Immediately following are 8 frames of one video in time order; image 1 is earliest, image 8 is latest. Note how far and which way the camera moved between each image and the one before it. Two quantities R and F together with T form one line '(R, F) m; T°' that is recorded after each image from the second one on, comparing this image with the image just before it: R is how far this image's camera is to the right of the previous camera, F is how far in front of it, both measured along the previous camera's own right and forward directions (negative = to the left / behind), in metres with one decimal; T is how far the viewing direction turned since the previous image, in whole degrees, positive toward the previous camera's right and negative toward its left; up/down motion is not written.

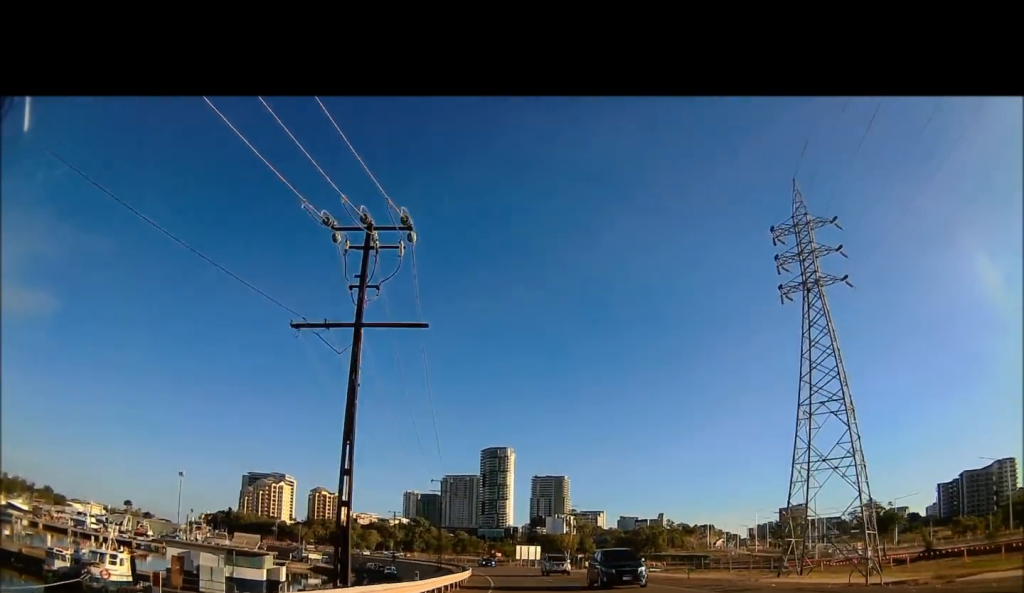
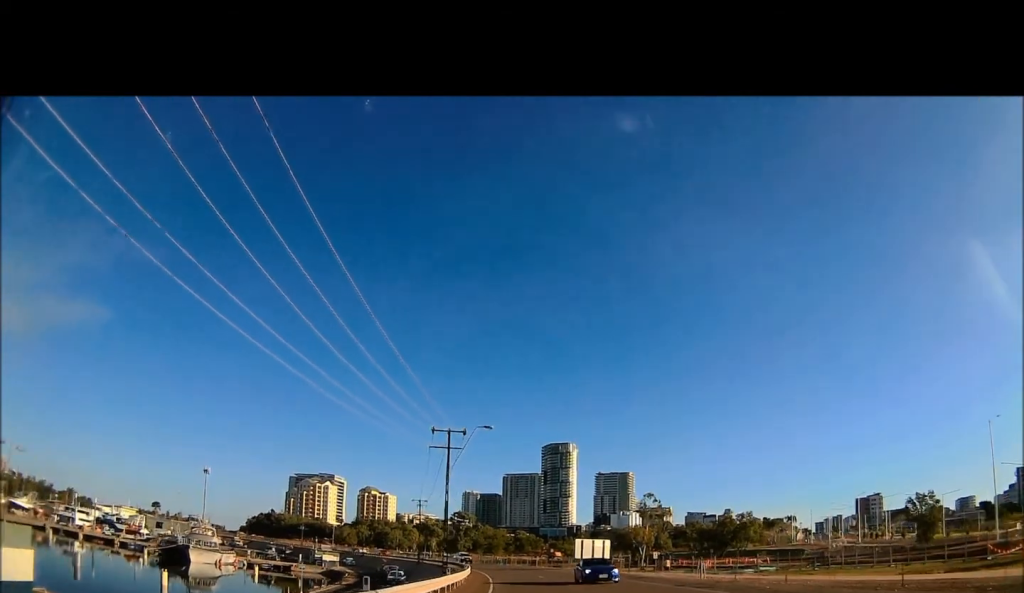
(-2.2, +34.4) m; -9°
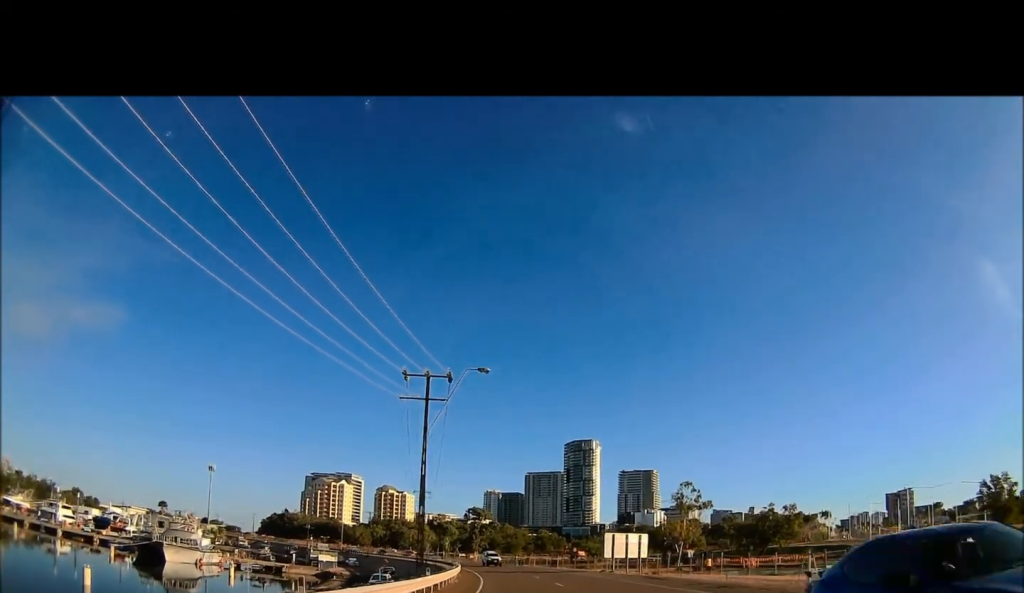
(-0.8, +14.1) m; -4°
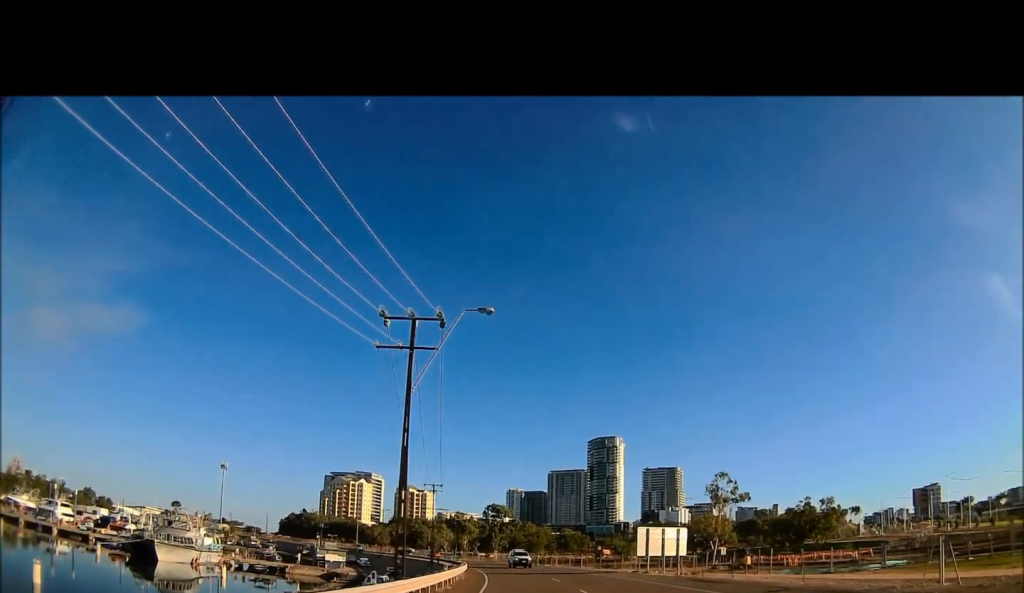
(-0.2, +7.9) m; -2°
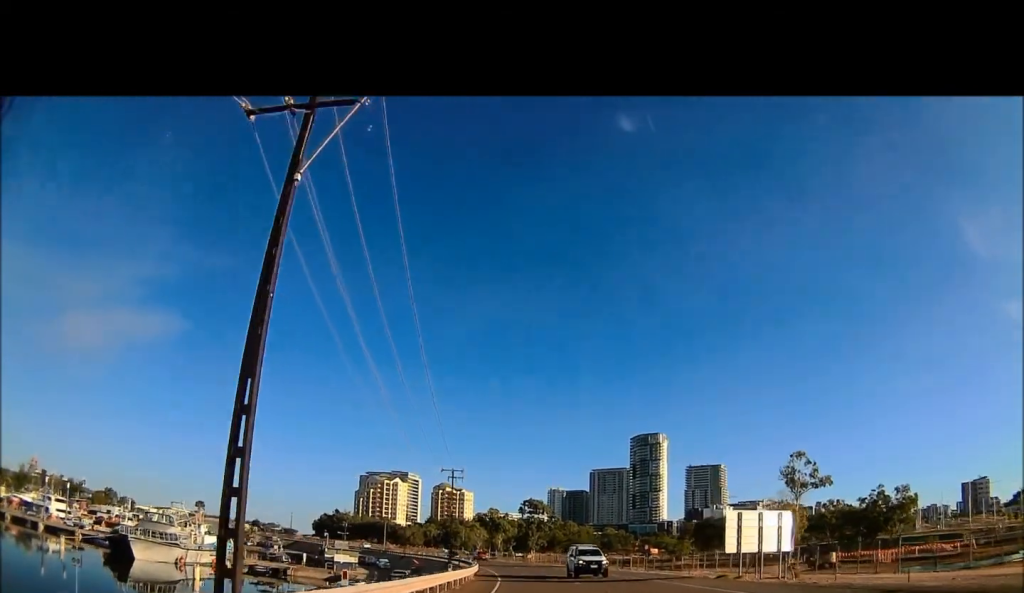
(-0.3, +15.0) m; -2°
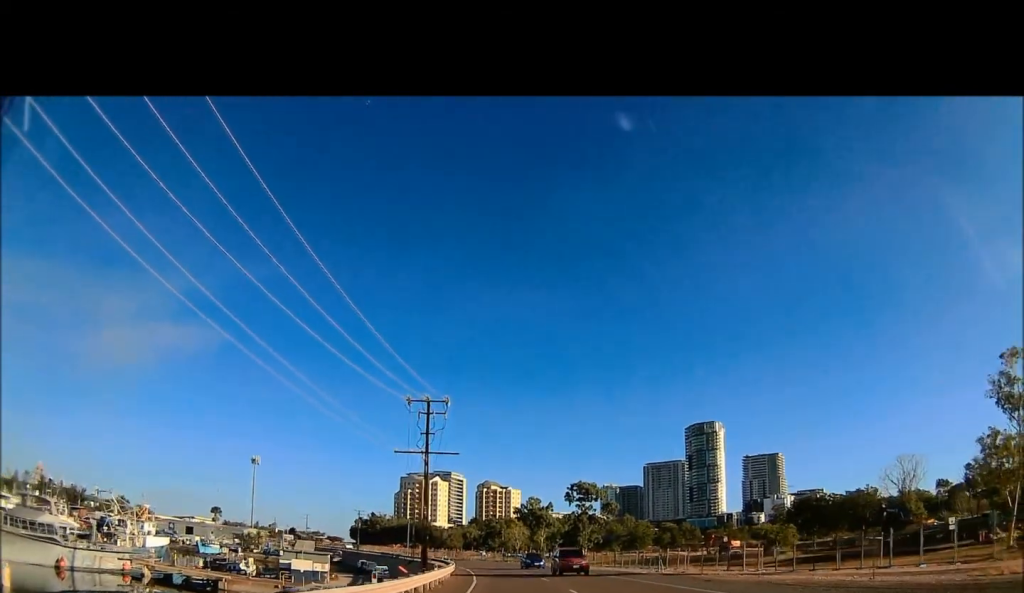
(-0.7, +29.1) m; -2°
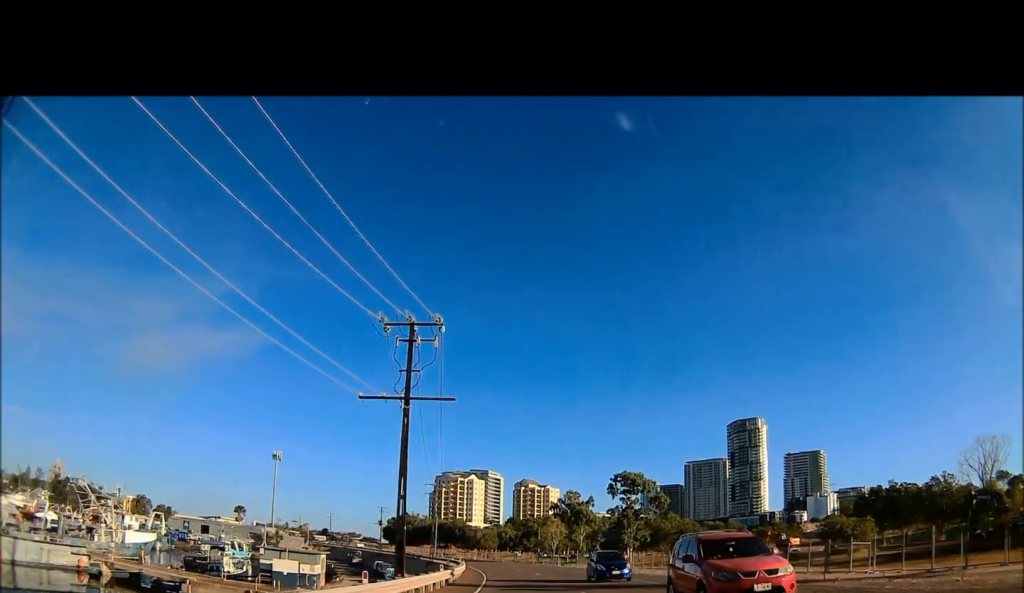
(0.0, +11.8) m; -1°
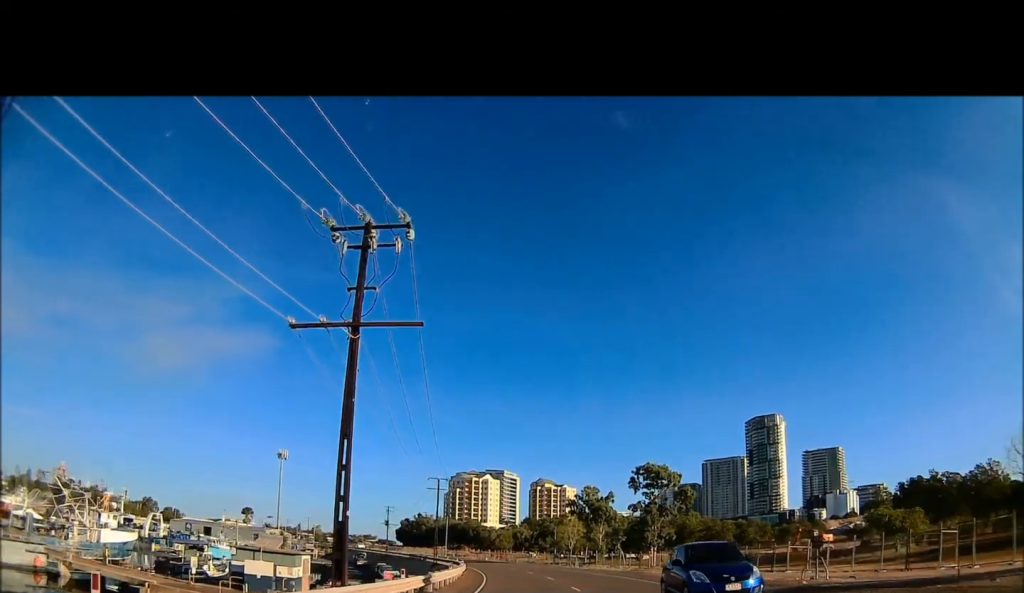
(0.0, +7.6) m; -2°
